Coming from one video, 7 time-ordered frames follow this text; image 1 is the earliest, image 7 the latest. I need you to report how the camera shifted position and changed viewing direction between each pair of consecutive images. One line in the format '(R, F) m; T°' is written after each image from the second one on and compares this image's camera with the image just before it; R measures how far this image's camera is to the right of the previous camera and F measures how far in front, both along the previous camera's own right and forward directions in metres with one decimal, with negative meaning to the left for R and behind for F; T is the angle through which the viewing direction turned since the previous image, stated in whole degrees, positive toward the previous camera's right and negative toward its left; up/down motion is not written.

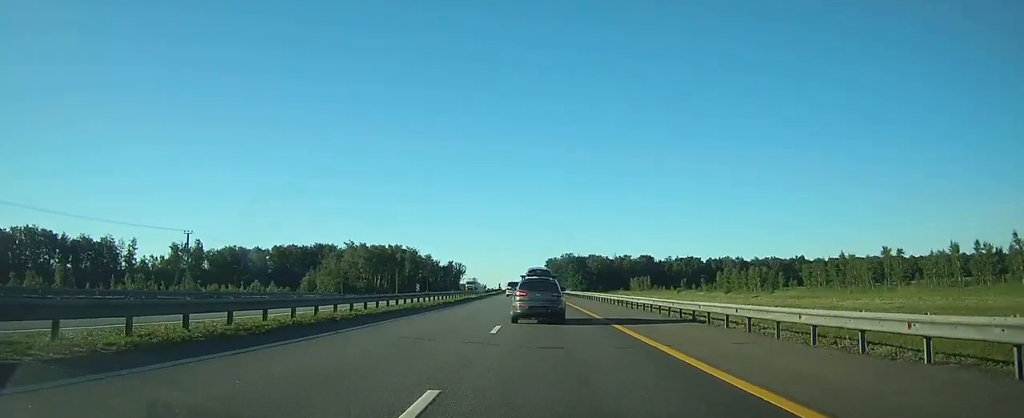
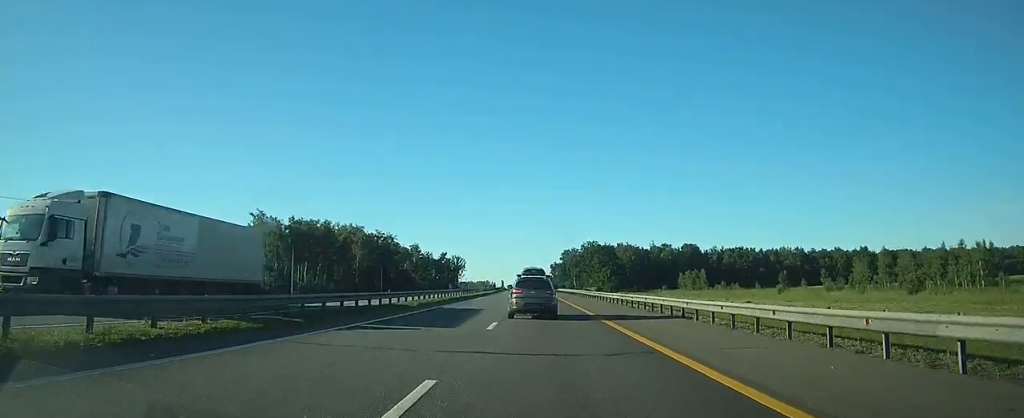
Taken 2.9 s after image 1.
(-1.3, +82.8) m; -2°
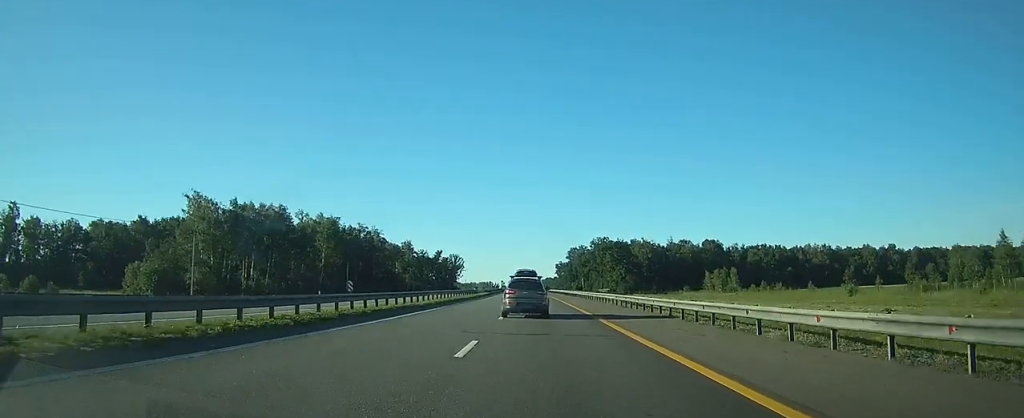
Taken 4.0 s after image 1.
(-0.1, +30.1) m; 0°
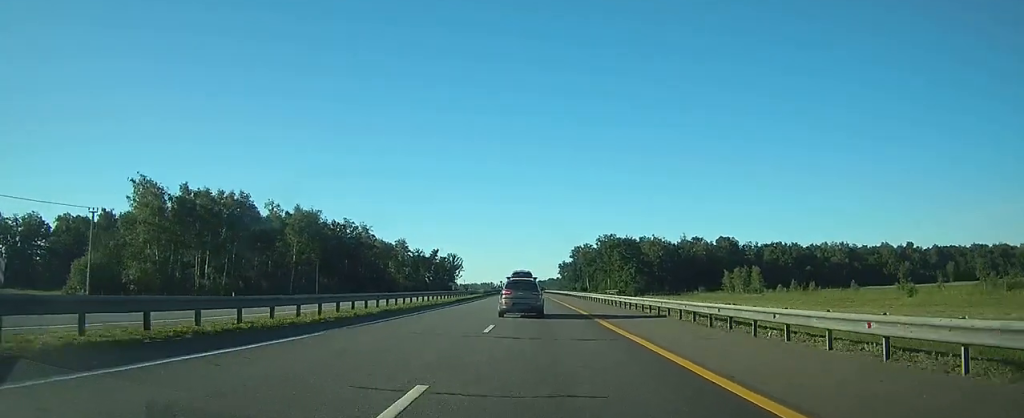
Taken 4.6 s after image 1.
(0.0, +17.8) m; 0°
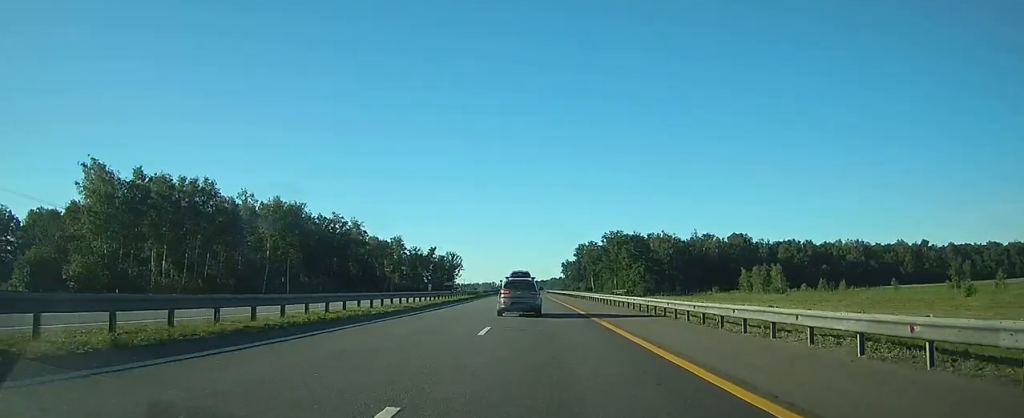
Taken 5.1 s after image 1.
(-0.1, +13.1) m; 0°
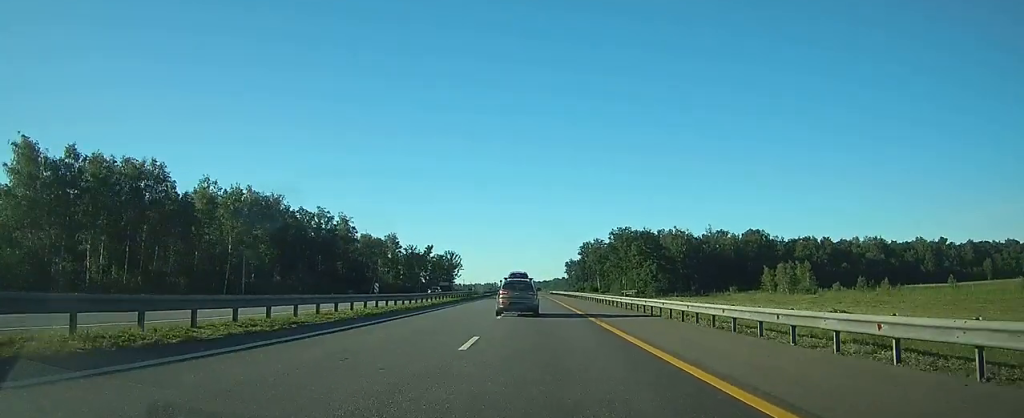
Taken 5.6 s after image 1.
(0.0, +15.0) m; 0°
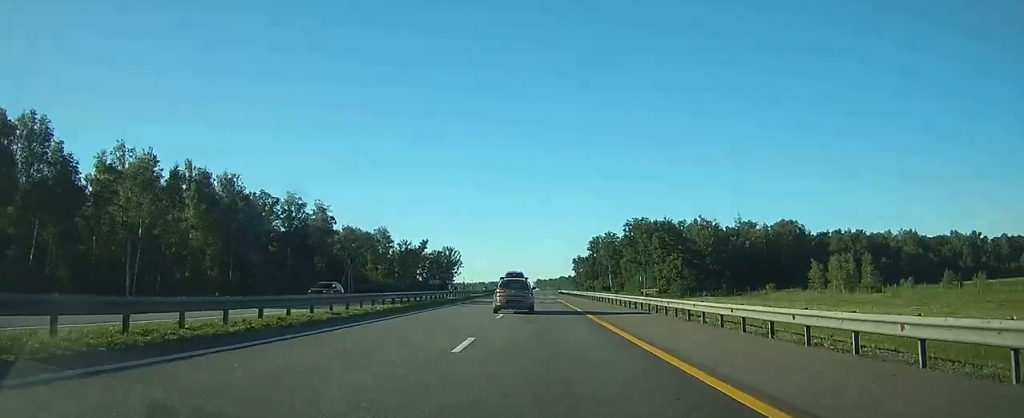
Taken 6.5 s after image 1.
(-0.1, +24.4) m; 0°
